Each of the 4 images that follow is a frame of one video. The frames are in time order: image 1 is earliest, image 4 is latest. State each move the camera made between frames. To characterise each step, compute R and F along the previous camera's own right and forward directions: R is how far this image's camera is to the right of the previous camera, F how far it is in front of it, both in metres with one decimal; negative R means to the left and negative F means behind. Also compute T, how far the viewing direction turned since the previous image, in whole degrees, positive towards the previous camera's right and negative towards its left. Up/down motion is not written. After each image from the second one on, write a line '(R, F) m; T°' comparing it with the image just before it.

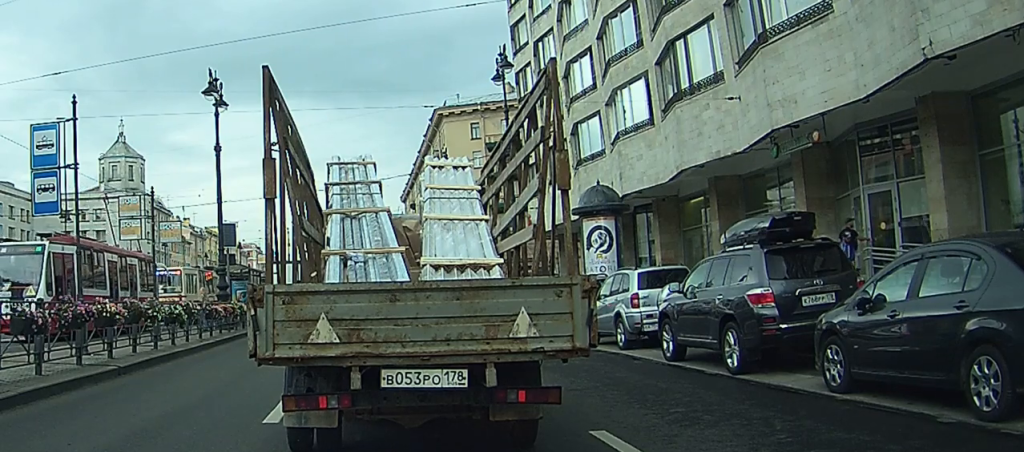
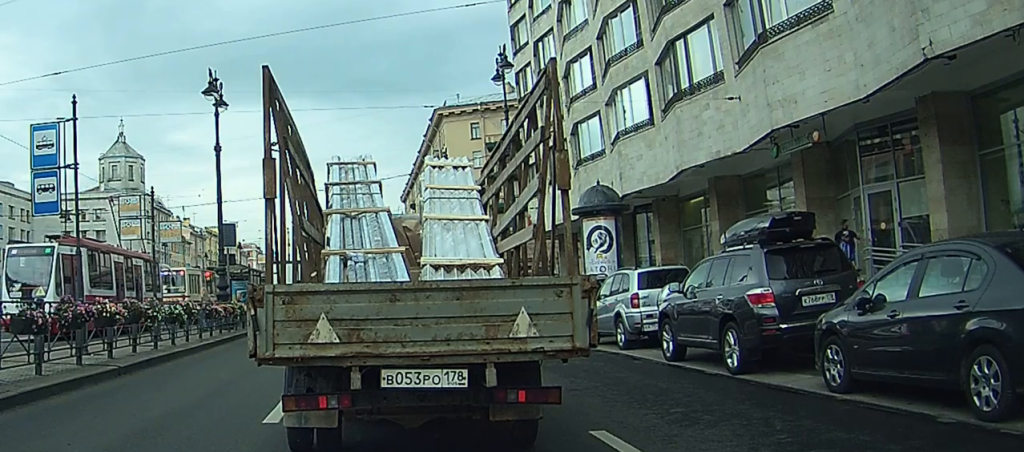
(-0.1, 0.0) m; 0°
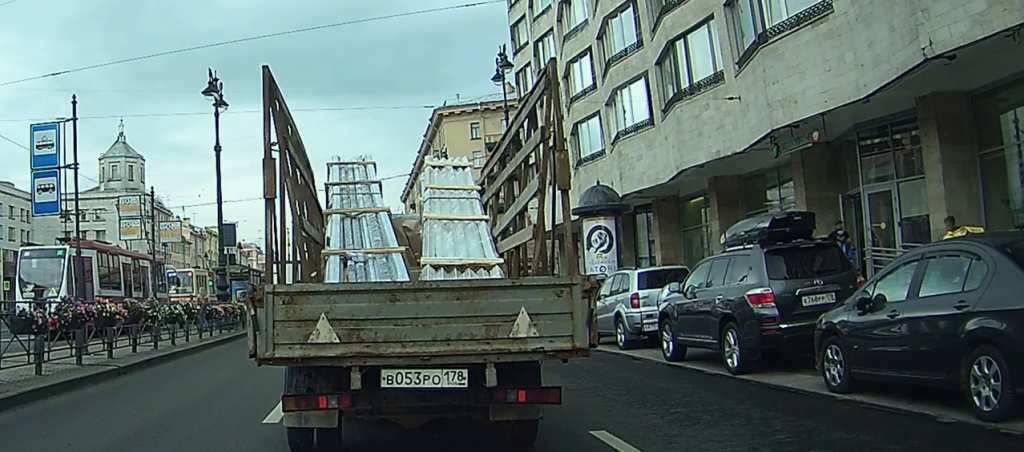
(-0.1, 0.0) m; 0°
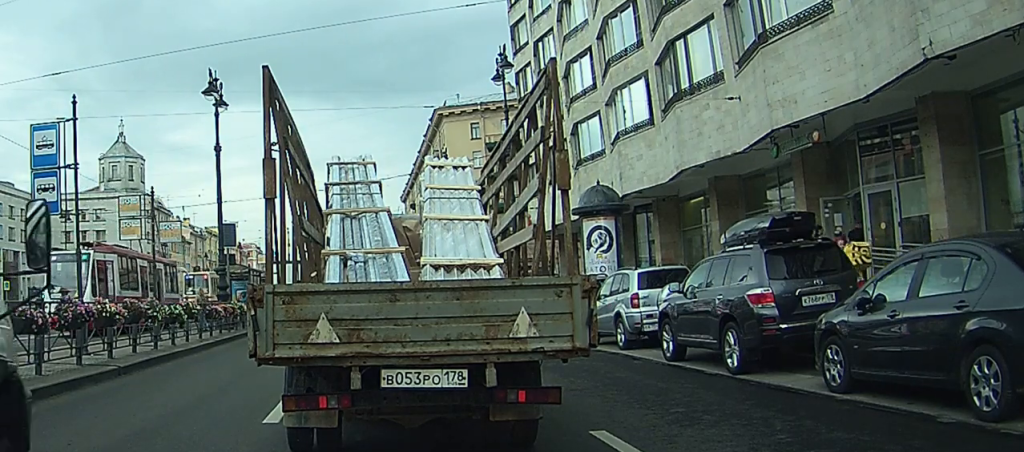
(0.0, 0.0) m; 0°
